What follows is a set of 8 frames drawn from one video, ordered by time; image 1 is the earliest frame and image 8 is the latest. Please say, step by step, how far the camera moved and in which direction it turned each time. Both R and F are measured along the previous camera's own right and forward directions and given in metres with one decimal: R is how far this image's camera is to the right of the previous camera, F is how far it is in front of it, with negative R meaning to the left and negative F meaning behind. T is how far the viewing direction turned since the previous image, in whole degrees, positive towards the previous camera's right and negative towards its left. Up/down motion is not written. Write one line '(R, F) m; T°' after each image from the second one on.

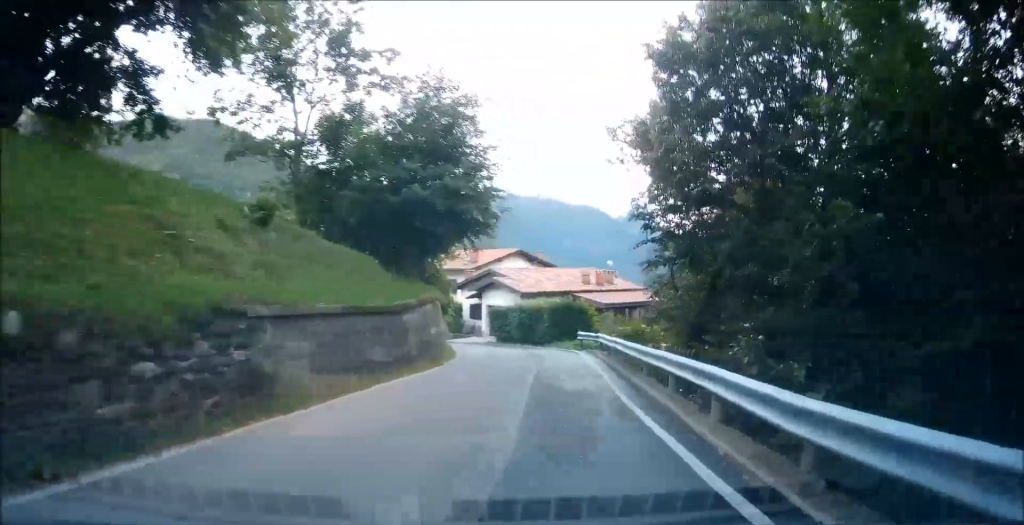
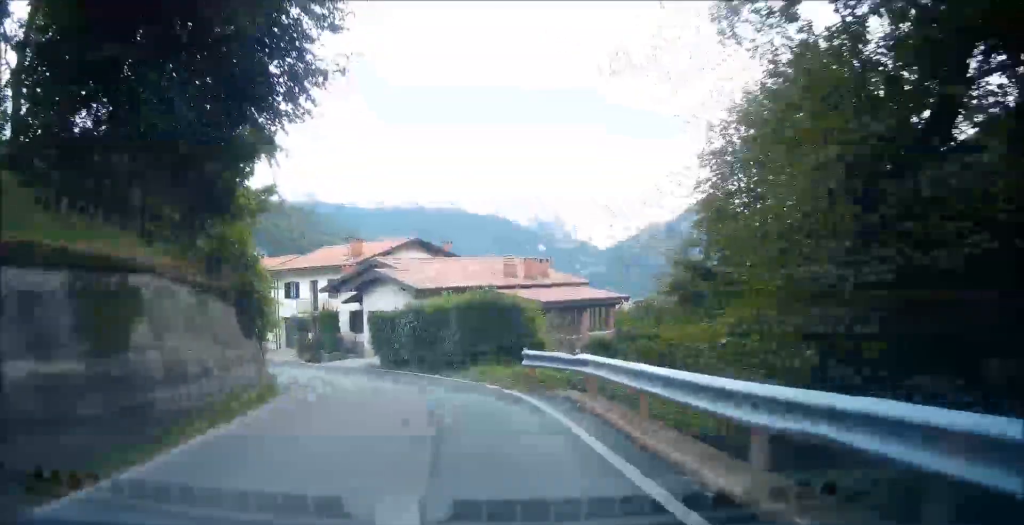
(+2.8, +15.2) m; +19°
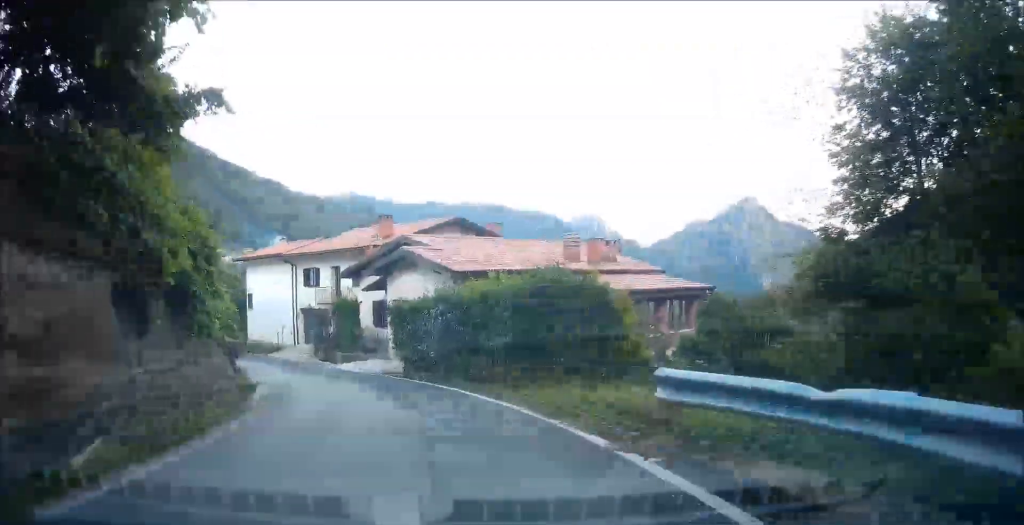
(+0.2, +8.0) m; 0°
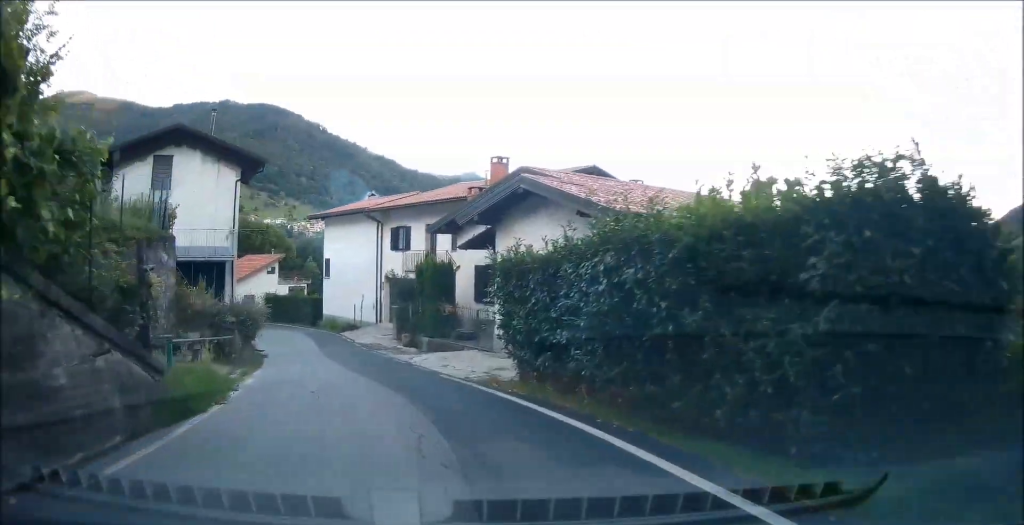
(-0.5, +12.2) m; -5°
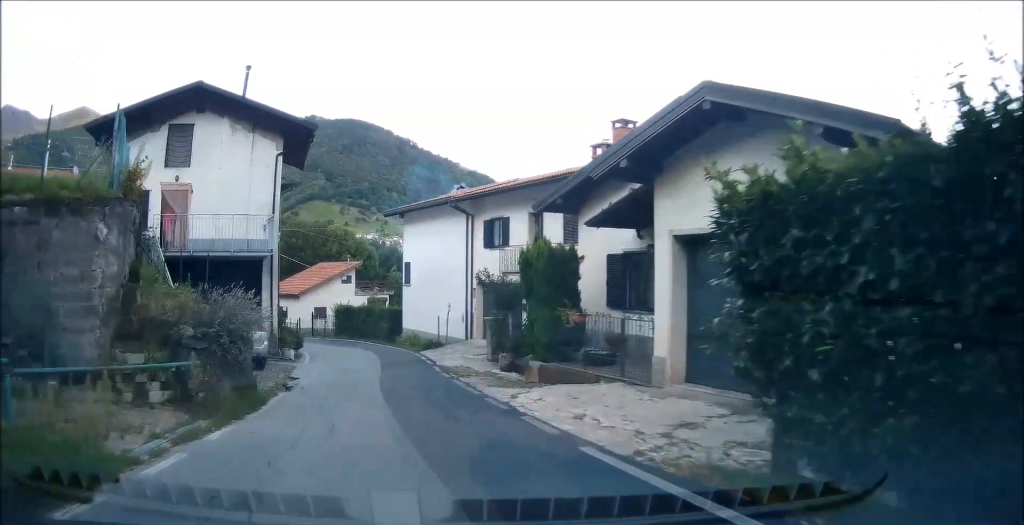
(-0.3, +9.1) m; -4°
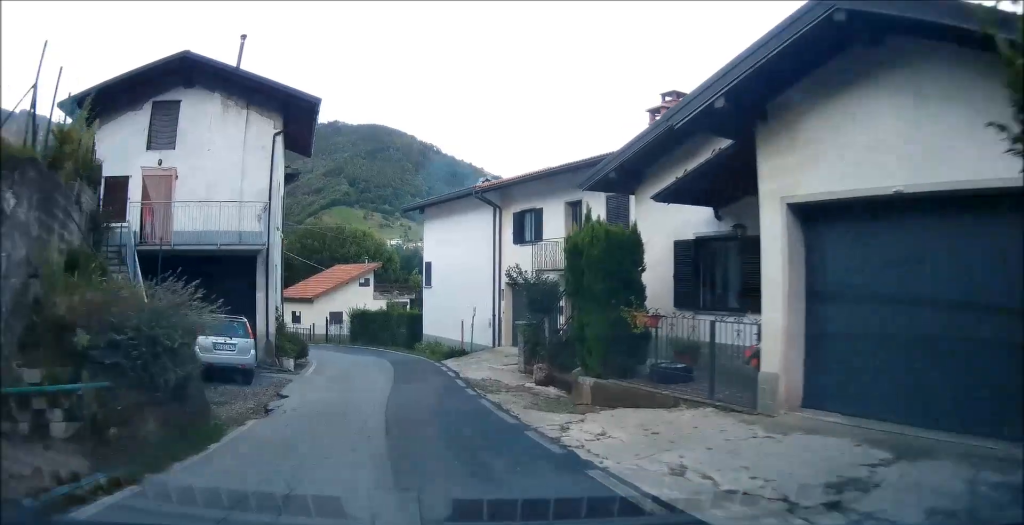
(-0.1, +4.0) m; -2°
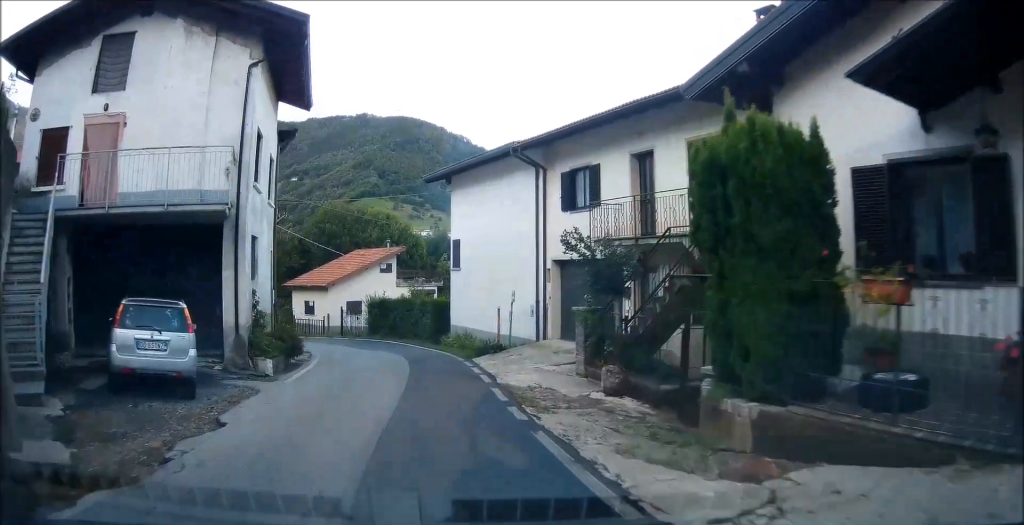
(-0.2, +6.2) m; -3°
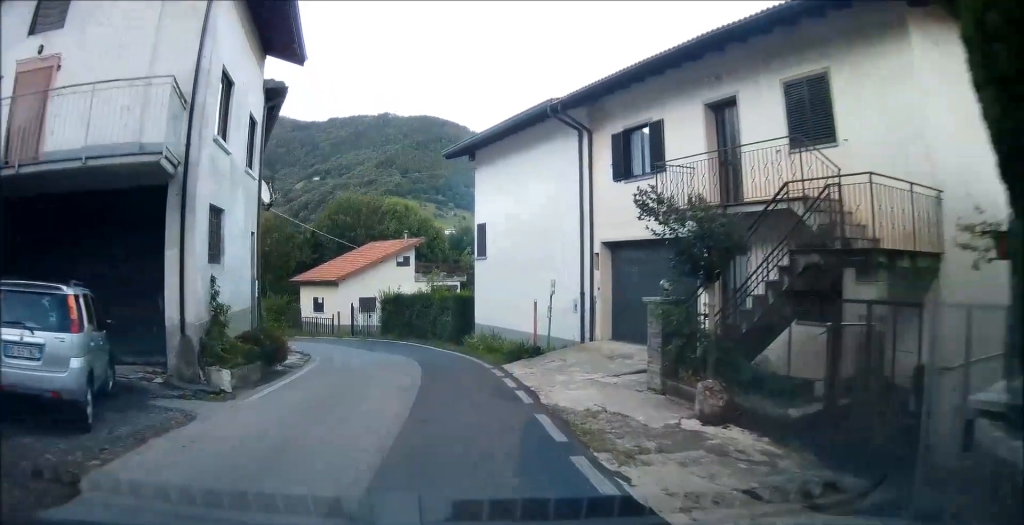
(-0.2, +4.8) m; -2°
